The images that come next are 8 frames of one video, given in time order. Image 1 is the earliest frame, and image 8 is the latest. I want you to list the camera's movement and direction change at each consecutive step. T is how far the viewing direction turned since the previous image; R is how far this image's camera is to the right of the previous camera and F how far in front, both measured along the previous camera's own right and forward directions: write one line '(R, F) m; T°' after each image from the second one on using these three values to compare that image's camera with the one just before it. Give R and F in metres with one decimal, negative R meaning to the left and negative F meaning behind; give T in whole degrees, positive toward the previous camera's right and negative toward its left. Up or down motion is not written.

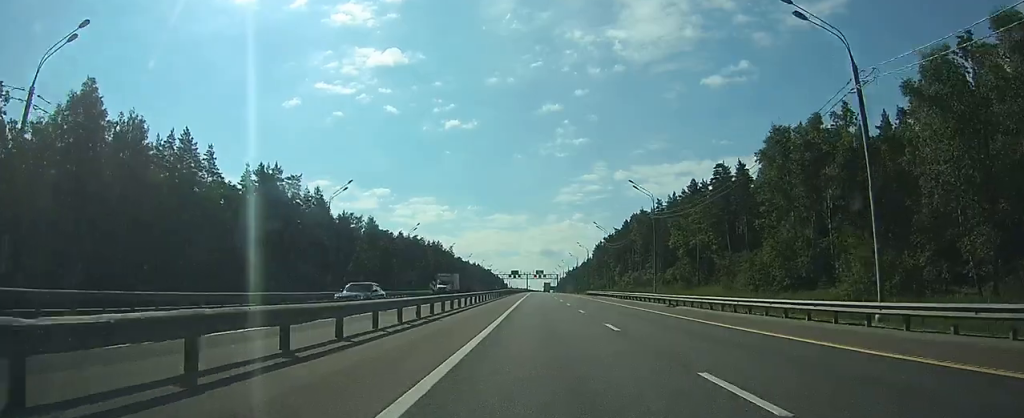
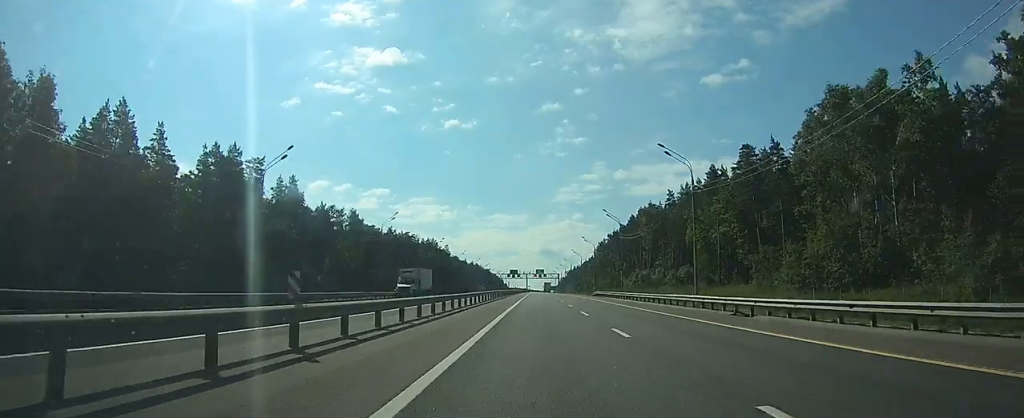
(0.0, +14.5) m; 0°
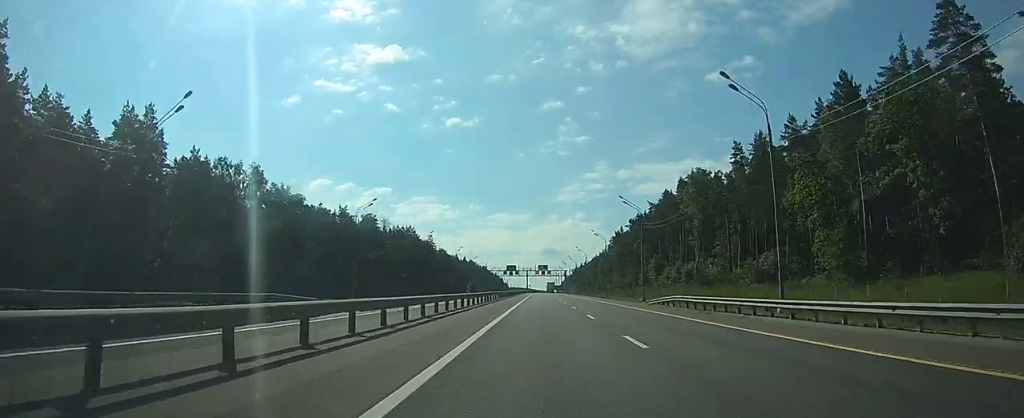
(0.0, +50.4) m; 0°
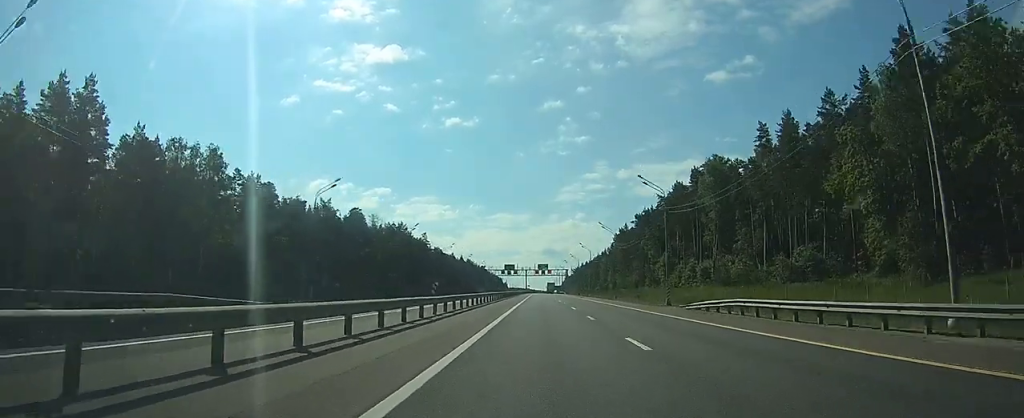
(0.0, +12.3) m; 0°
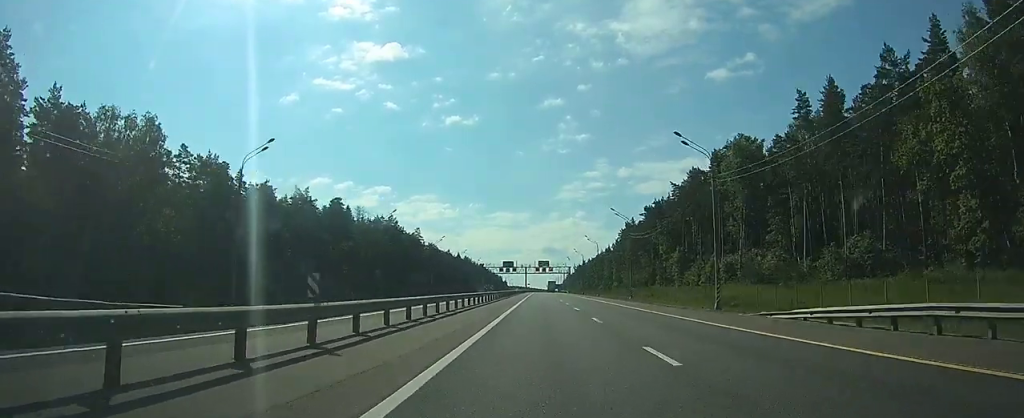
(0.0, +14.3) m; 0°
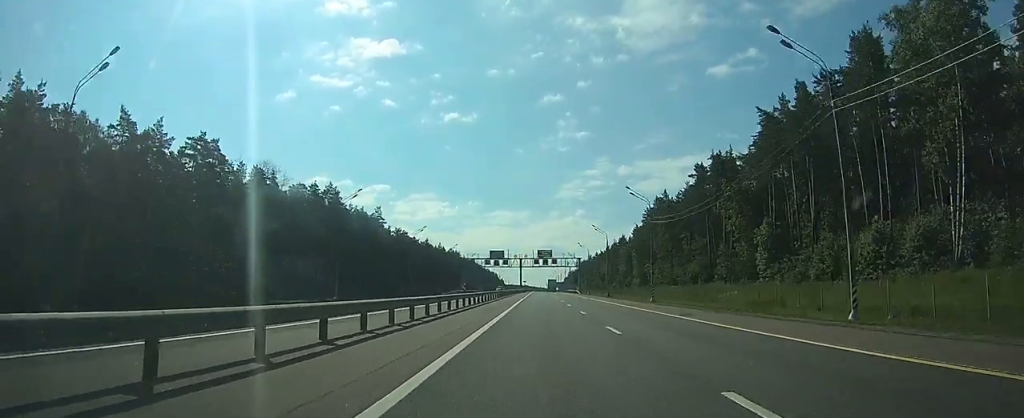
(-0.1, +53.0) m; 0°
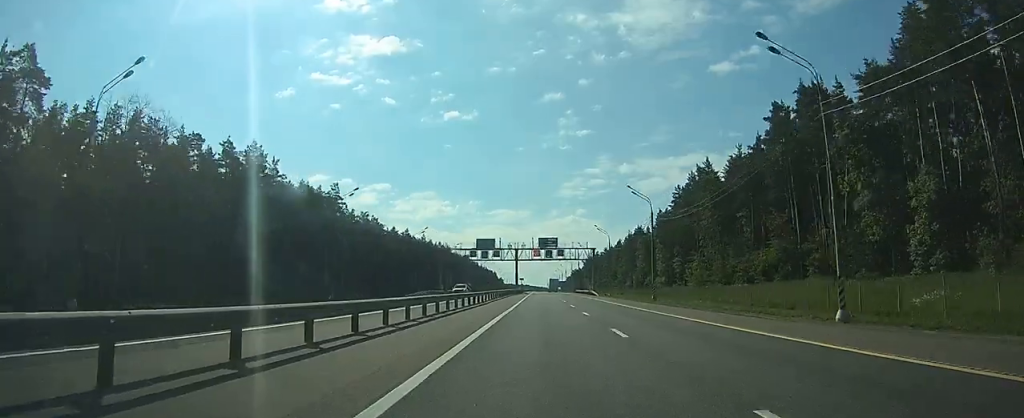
(+0.2, +36.6) m; 0°
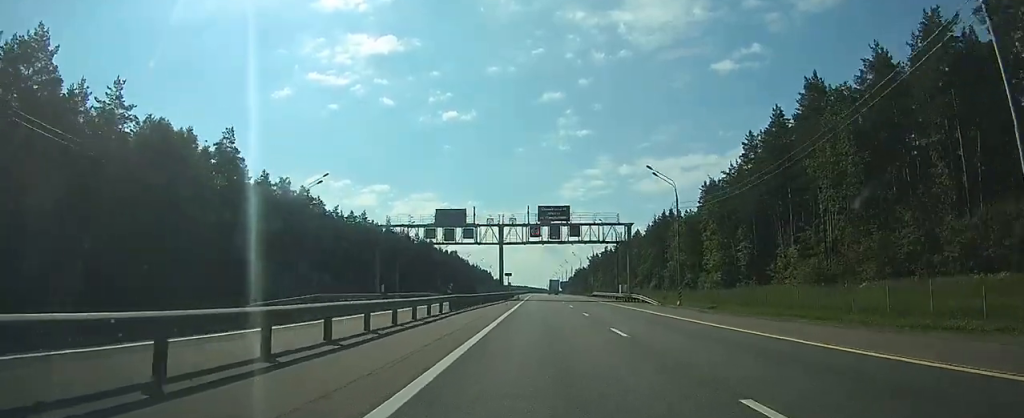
(0.0, +46.8) m; 0°
